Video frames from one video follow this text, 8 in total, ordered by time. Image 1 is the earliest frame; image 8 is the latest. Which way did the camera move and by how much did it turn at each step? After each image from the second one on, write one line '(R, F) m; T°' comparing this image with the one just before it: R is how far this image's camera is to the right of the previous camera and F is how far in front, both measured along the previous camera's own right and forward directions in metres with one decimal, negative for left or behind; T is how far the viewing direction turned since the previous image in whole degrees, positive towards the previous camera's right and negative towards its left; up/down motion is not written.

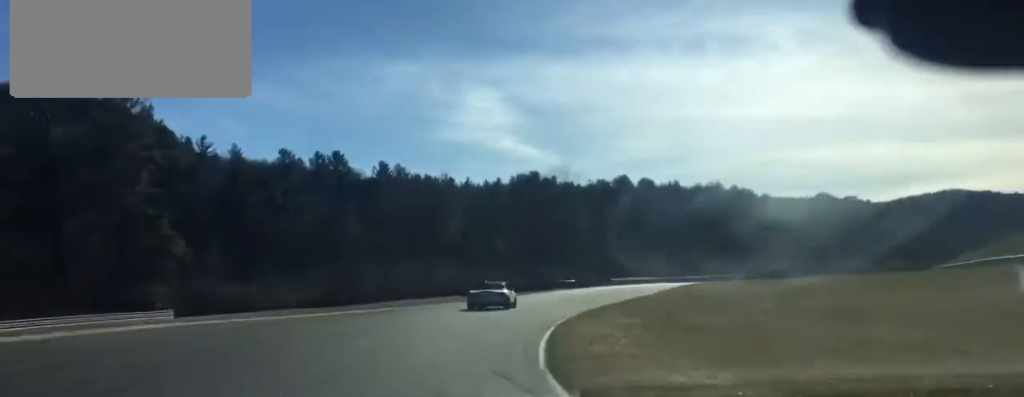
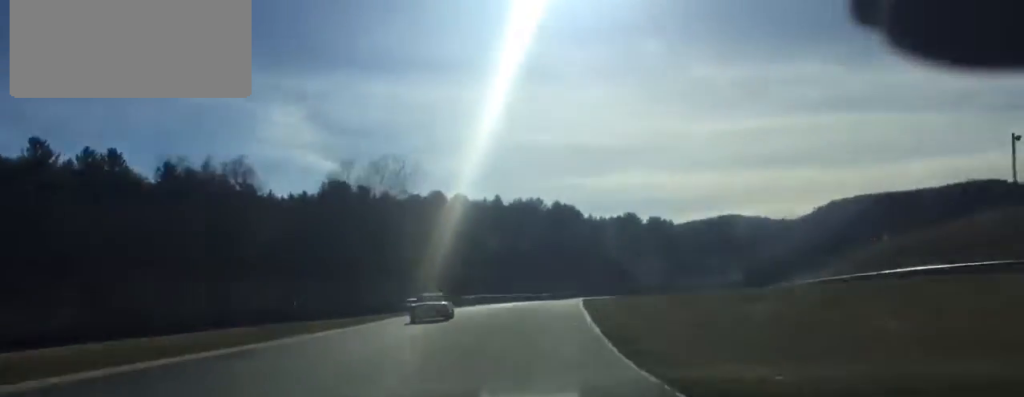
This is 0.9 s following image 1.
(+3.1, +22.5) m; +13°
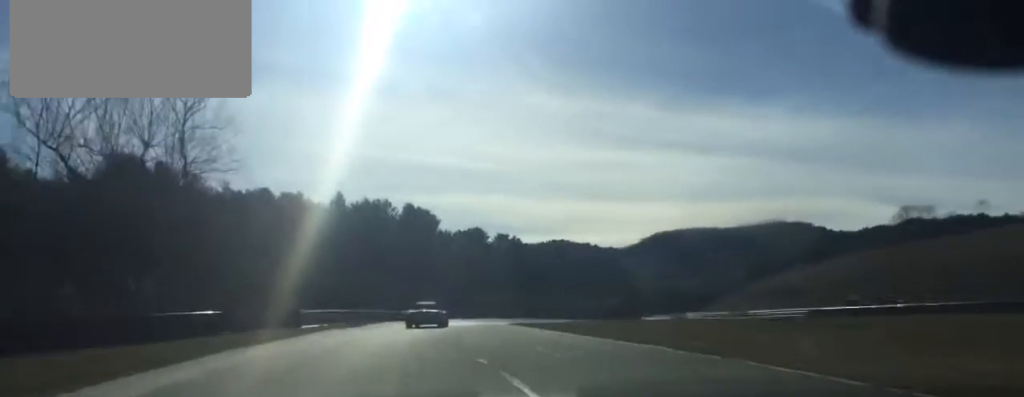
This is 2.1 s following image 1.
(+4.4, +35.4) m; +12°
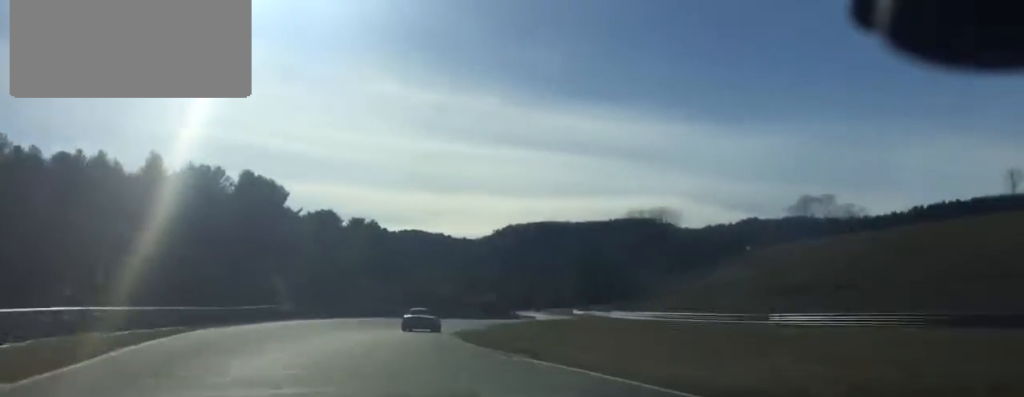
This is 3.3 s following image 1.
(+2.3, +34.8) m; +11°
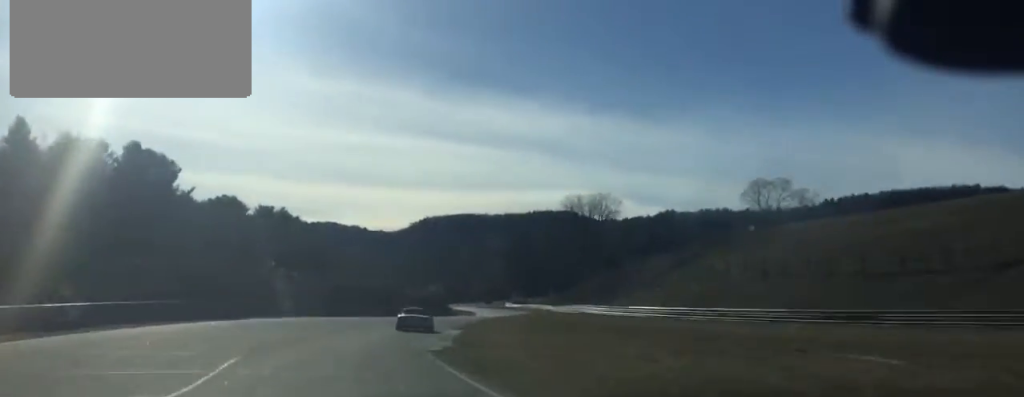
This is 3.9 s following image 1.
(+1.8, +21.9) m; +6°
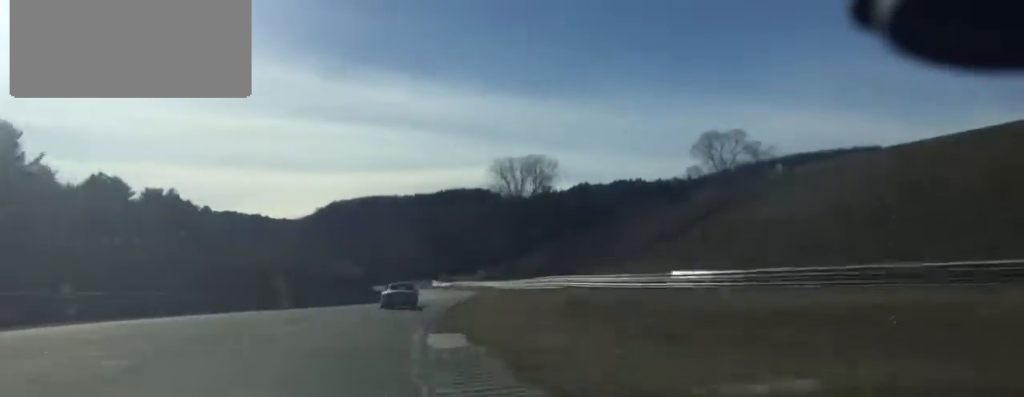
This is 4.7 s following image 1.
(+1.8, +25.2) m; +5°
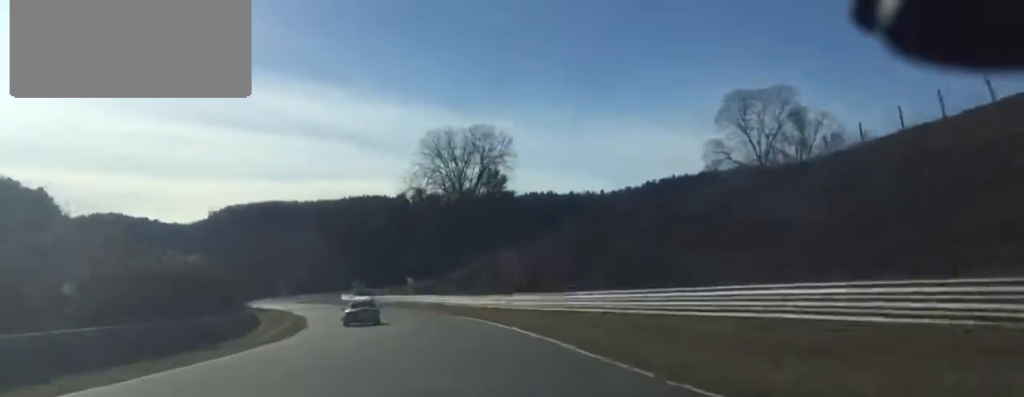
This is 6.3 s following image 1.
(+2.2, +58.4) m; +3°
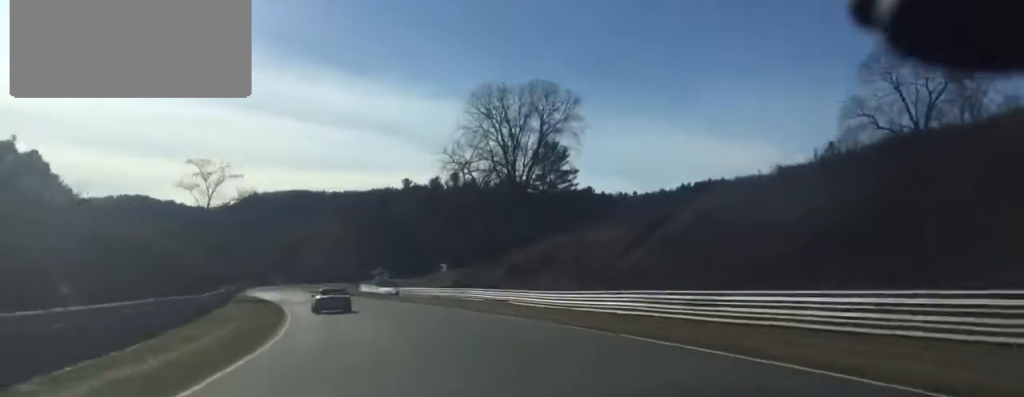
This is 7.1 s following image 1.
(+0.1, +30.1) m; -1°
